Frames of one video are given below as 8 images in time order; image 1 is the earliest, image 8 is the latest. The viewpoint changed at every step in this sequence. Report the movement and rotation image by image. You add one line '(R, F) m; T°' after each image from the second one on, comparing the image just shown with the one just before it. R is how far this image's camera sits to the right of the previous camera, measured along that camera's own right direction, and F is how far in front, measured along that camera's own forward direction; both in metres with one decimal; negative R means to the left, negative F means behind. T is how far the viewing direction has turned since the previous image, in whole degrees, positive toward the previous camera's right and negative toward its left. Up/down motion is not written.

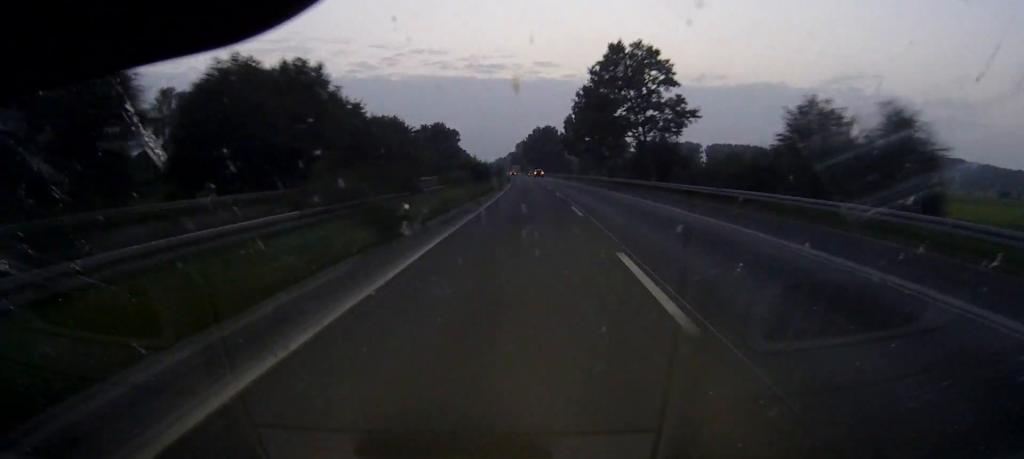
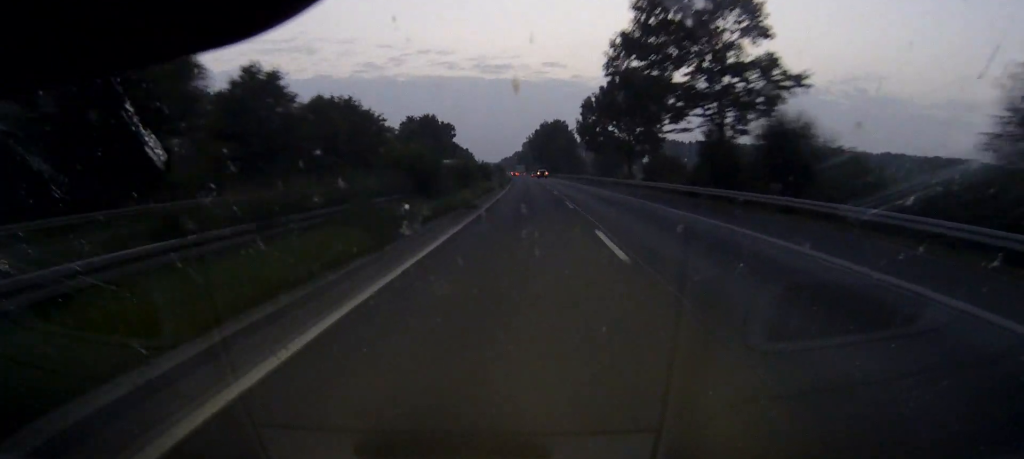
(-0.1, +30.1) m; -1°
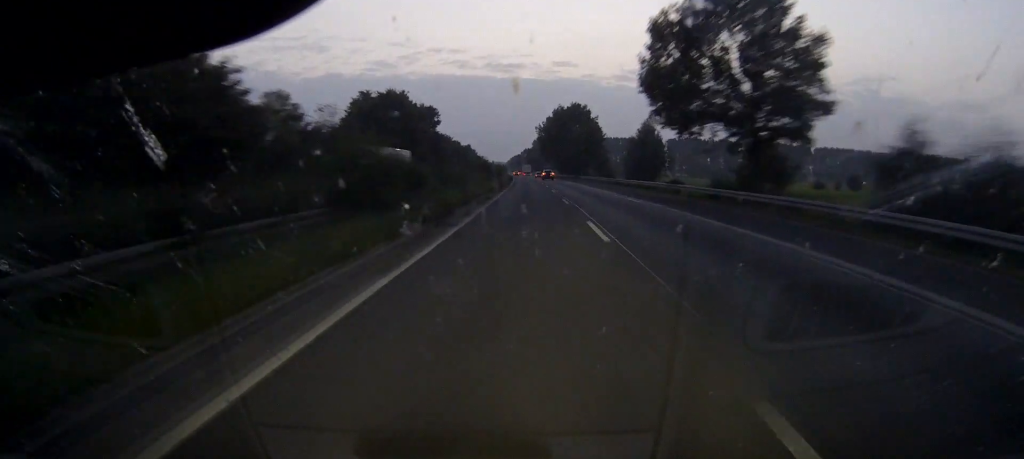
(-0.3, +50.0) m; -1°
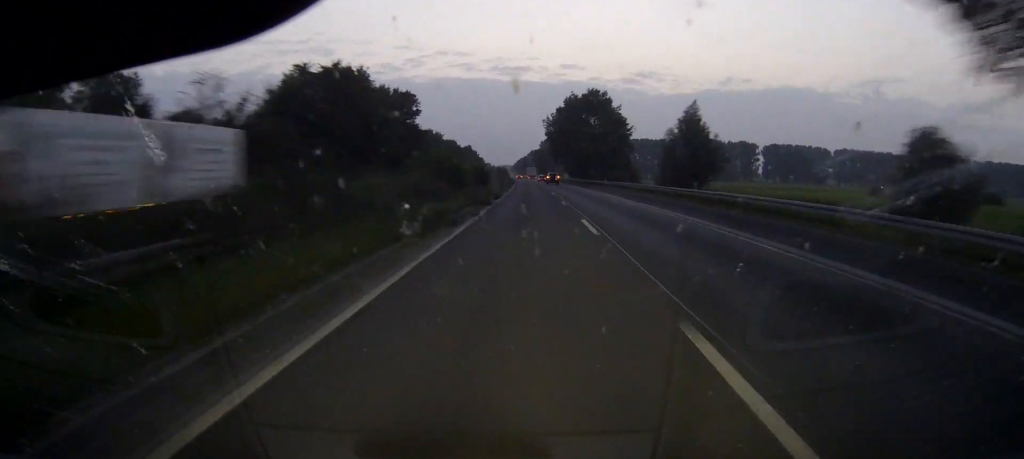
(-0.3, +32.5) m; -1°
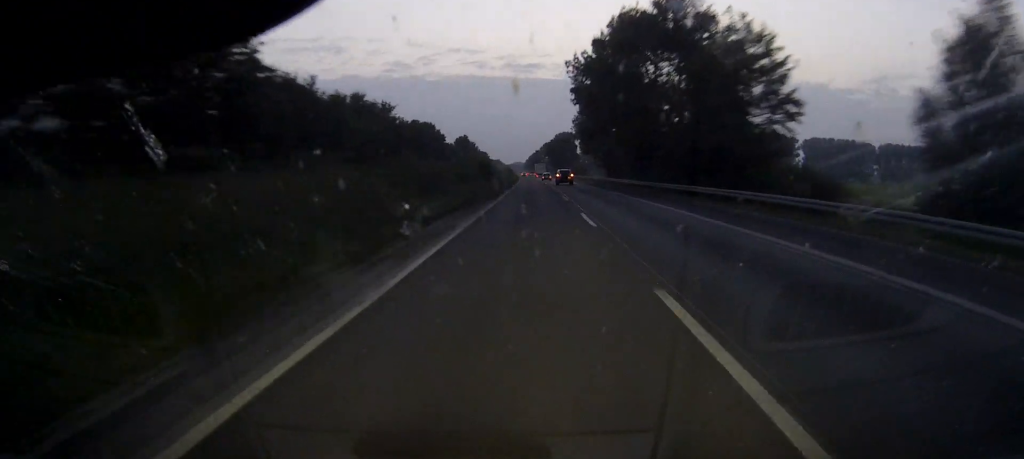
(-0.5, +69.0) m; -1°
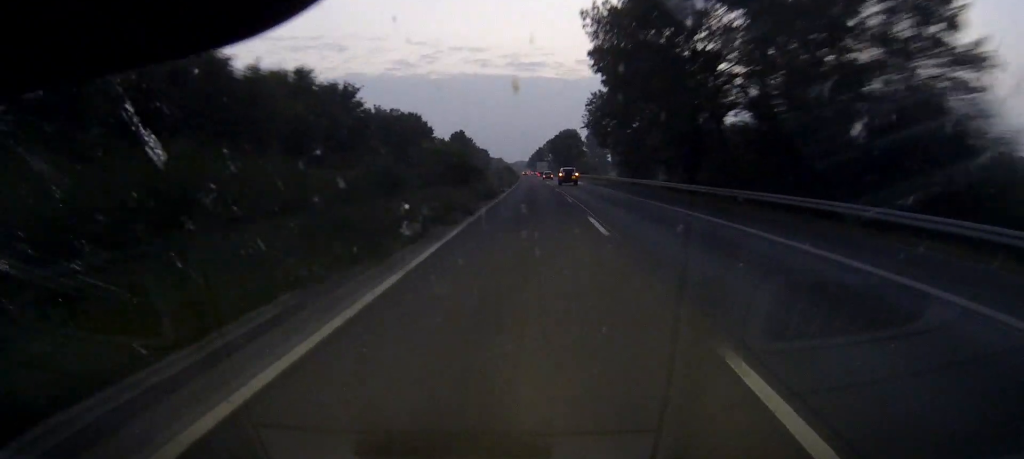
(-0.1, +21.2) m; 0°
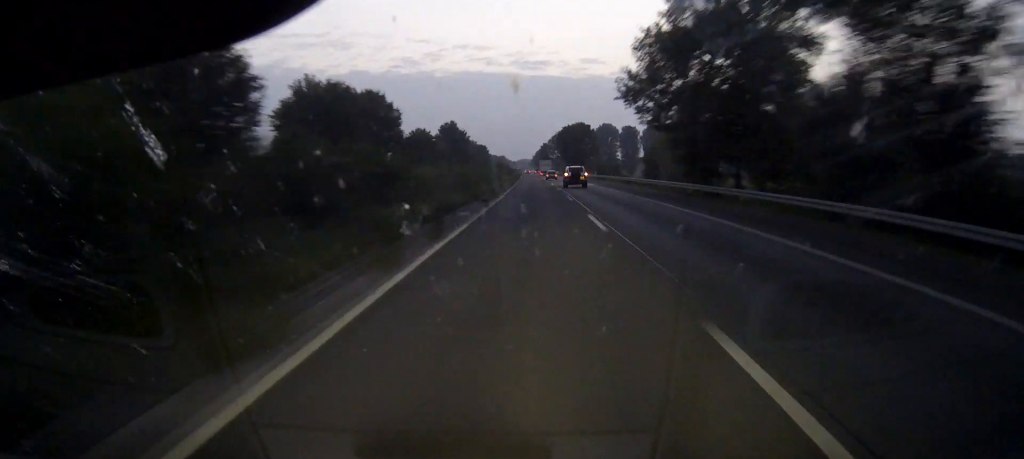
(-0.1, +34.4) m; 0°
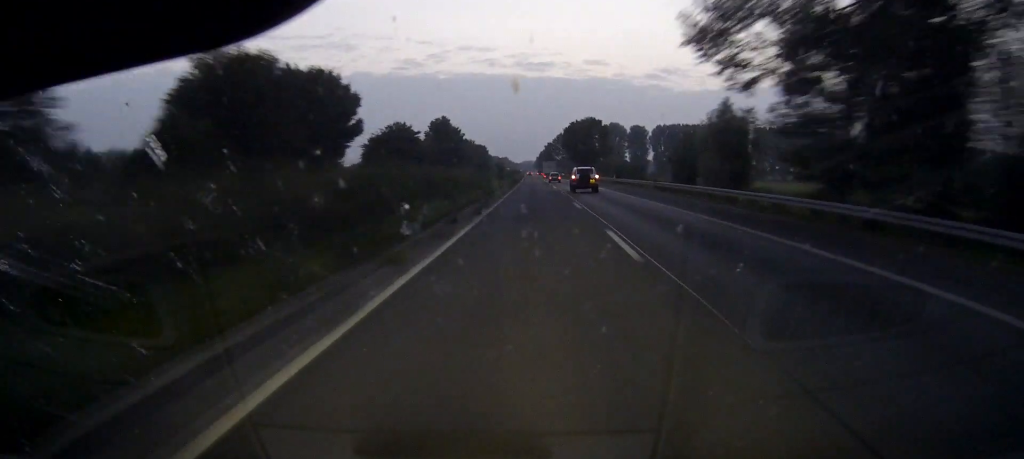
(0.0, +23.8) m; 0°
